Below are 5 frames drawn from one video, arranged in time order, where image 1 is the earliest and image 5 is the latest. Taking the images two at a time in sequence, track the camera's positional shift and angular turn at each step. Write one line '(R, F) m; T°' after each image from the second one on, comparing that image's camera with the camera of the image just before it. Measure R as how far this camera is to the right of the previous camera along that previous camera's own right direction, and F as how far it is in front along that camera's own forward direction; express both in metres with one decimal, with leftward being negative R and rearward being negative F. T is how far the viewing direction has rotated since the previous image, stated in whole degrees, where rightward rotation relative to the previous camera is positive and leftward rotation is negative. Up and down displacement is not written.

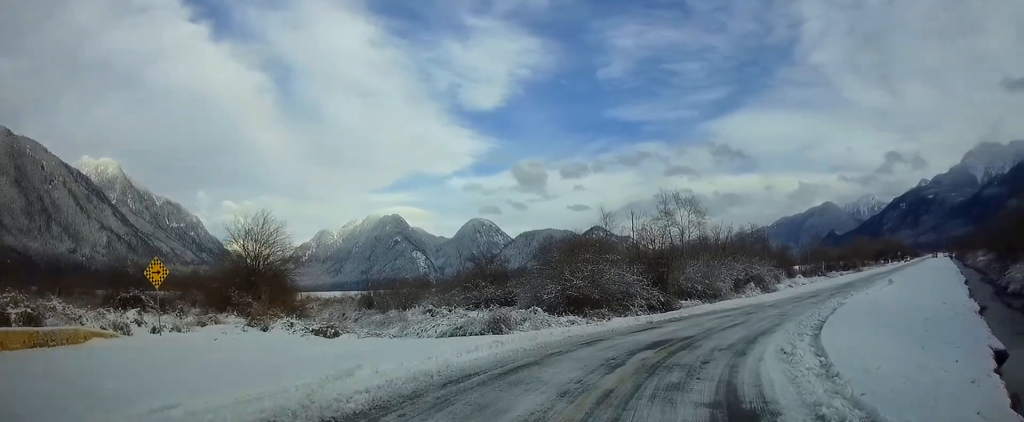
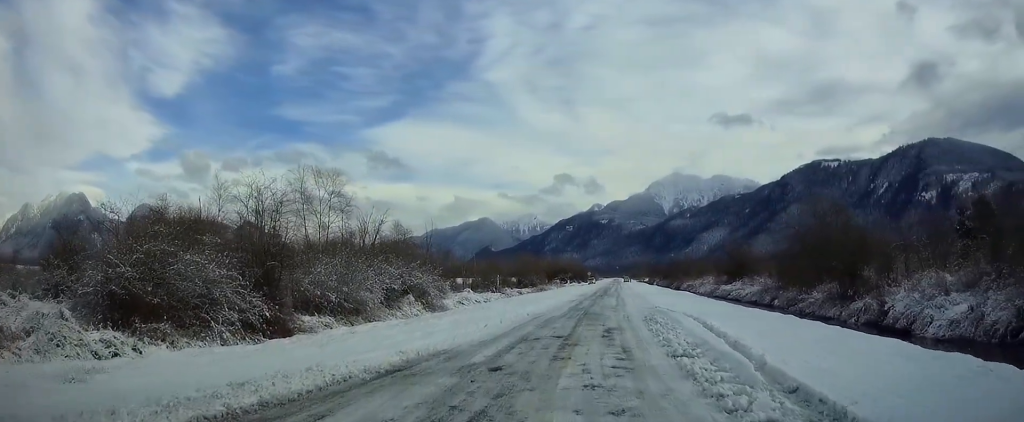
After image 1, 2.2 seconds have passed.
(+3.7, +19.5) m; +15°
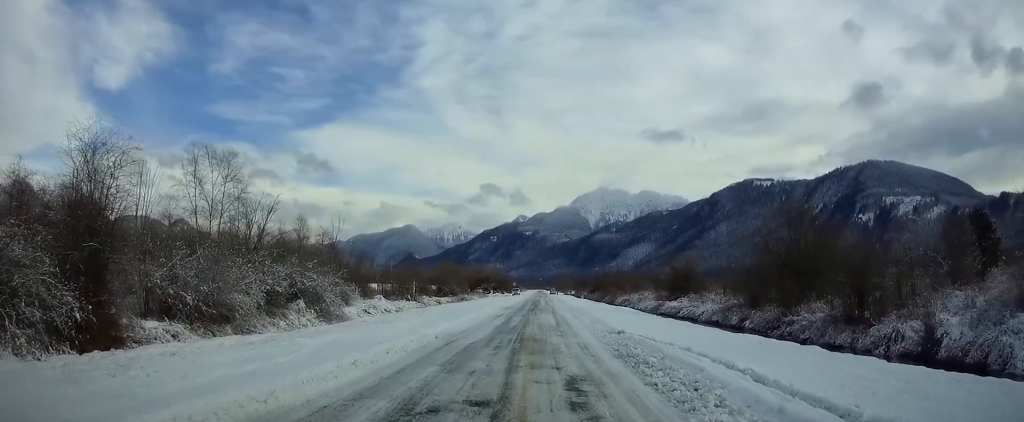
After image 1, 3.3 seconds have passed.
(+0.1, +10.1) m; +6°
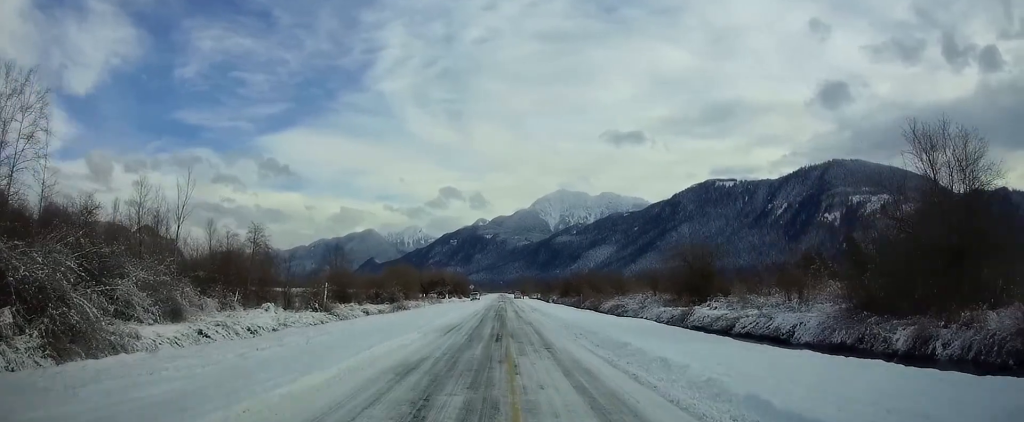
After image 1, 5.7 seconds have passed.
(+3.1, +25.3) m; +10°
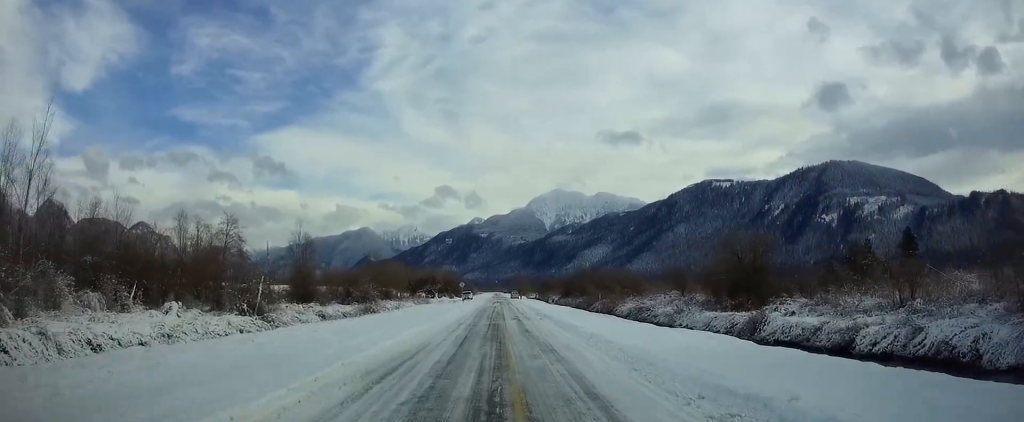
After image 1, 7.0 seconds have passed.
(+0.1, +15.0) m; 0°
